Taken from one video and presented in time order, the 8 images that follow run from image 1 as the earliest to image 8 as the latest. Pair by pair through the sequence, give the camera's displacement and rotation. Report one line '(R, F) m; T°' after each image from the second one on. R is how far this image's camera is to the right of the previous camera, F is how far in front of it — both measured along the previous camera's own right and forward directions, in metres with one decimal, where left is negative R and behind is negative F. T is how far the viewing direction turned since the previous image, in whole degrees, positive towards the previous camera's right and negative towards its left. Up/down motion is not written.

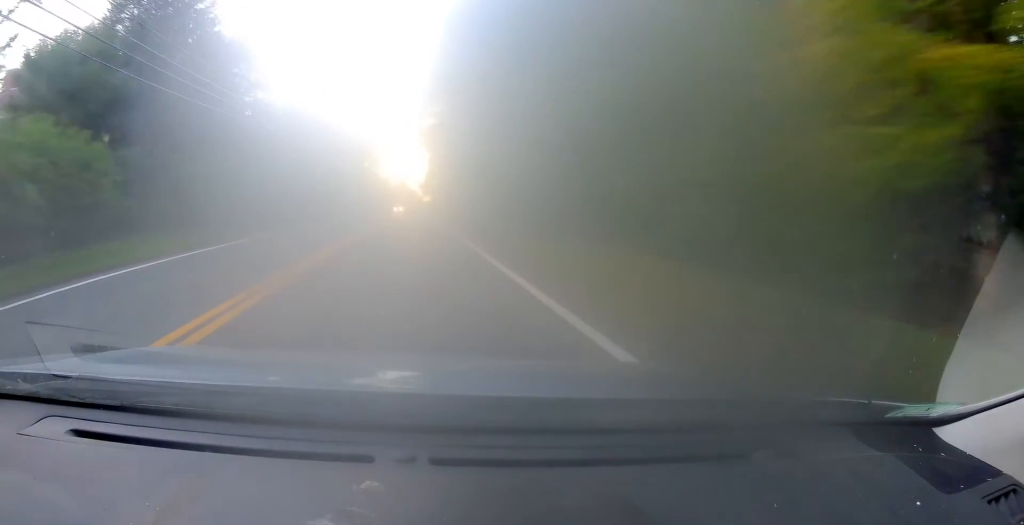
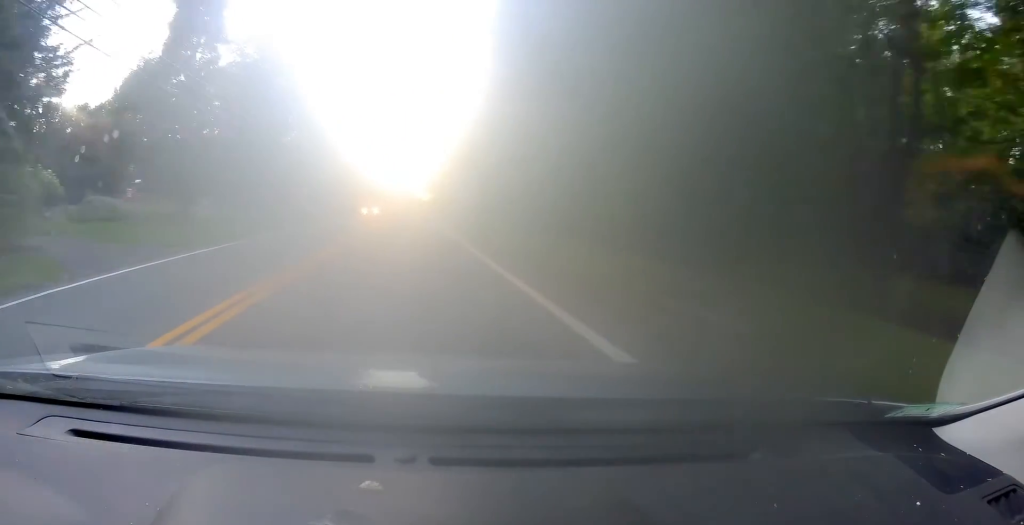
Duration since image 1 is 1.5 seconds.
(+0.2, +34.1) m; 0°
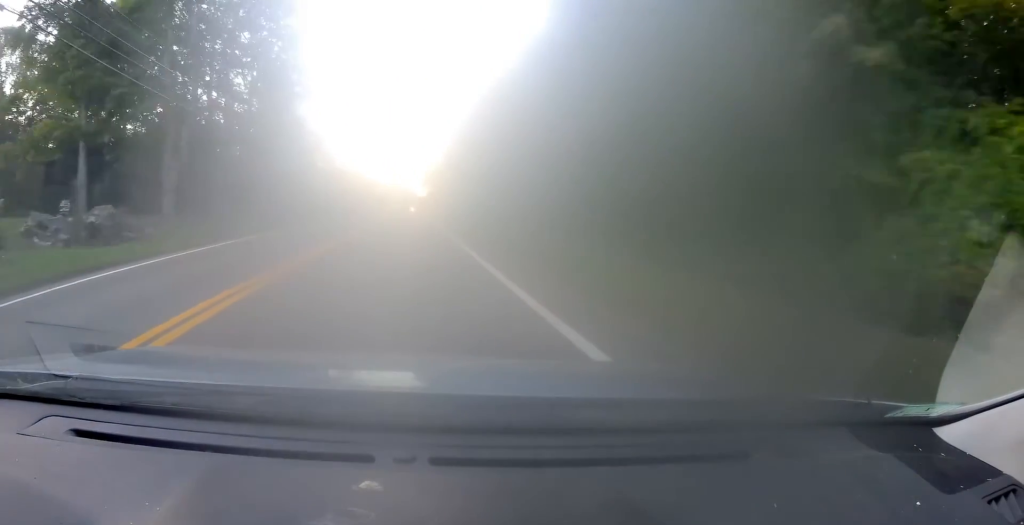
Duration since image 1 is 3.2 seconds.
(-0.2, +37.8) m; 0°
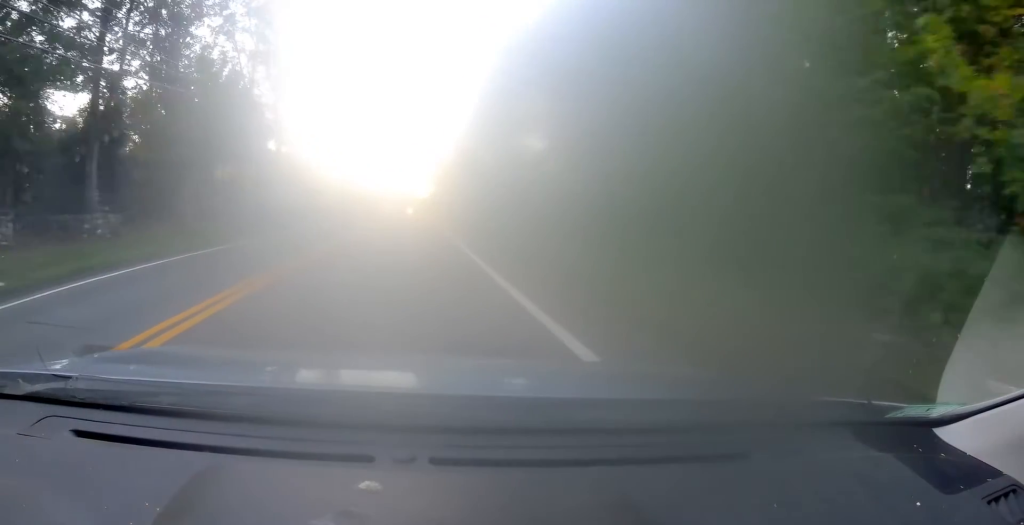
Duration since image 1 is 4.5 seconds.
(+0.3, +27.4) m; +1°
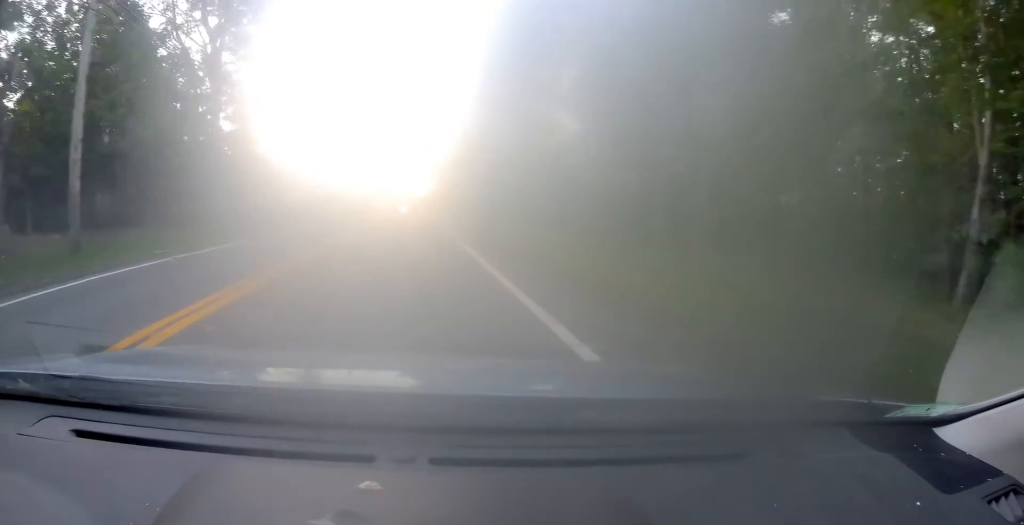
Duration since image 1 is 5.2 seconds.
(+0.2, +16.2) m; 0°
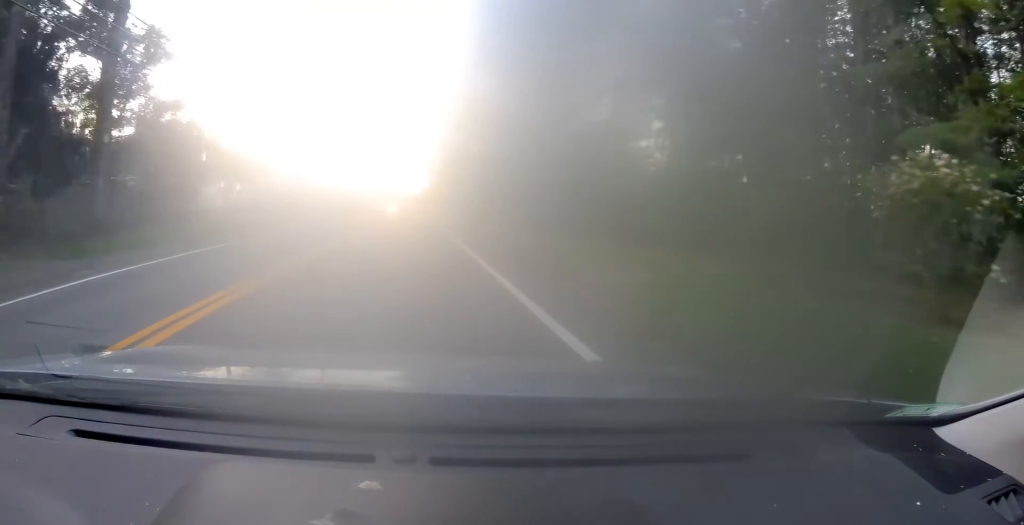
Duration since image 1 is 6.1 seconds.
(-0.3, +20.8) m; -1°
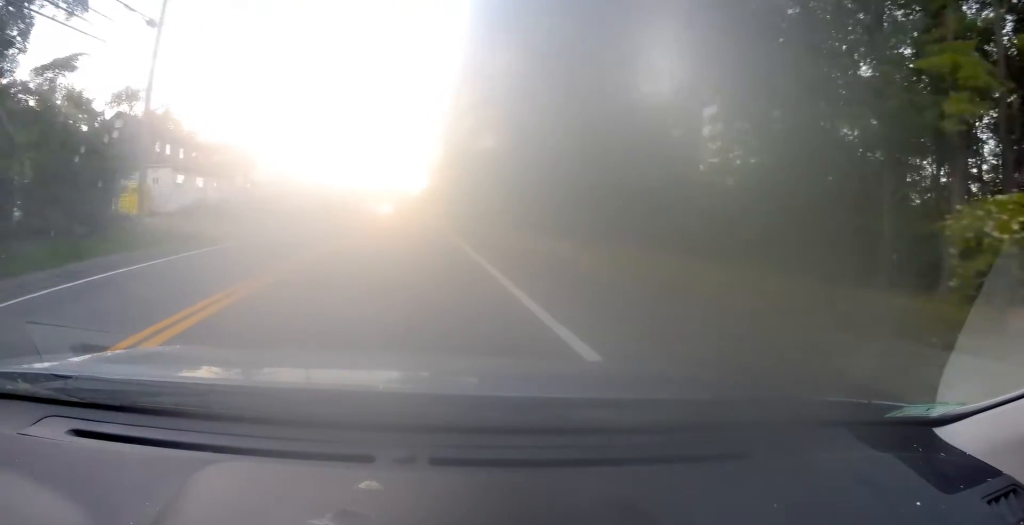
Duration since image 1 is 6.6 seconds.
(0.0, +9.7) m; 0°
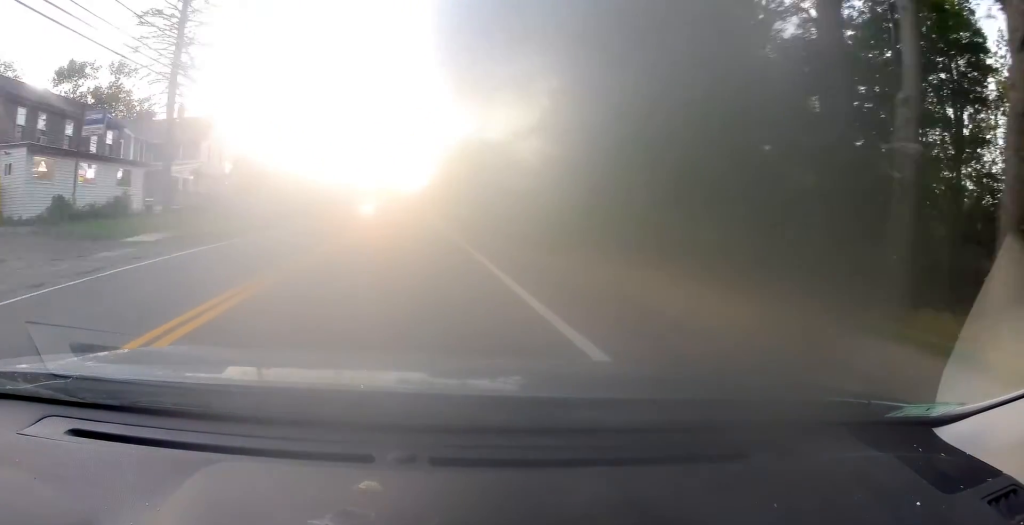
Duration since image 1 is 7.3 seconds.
(0.0, +17.2) m; 0°
